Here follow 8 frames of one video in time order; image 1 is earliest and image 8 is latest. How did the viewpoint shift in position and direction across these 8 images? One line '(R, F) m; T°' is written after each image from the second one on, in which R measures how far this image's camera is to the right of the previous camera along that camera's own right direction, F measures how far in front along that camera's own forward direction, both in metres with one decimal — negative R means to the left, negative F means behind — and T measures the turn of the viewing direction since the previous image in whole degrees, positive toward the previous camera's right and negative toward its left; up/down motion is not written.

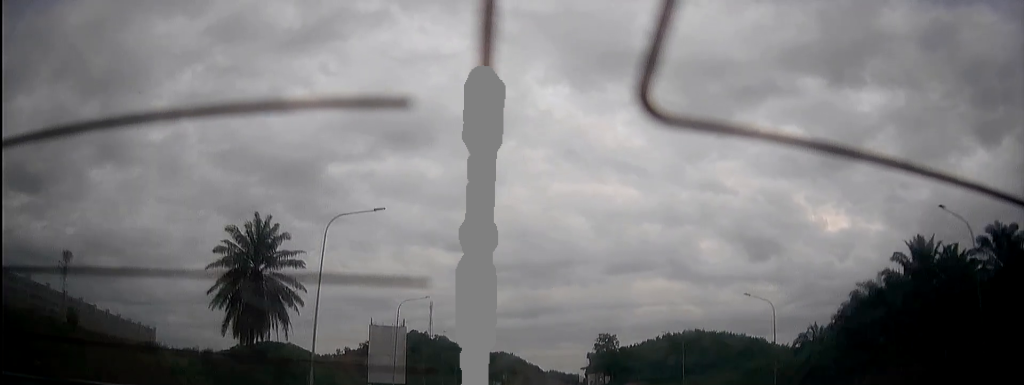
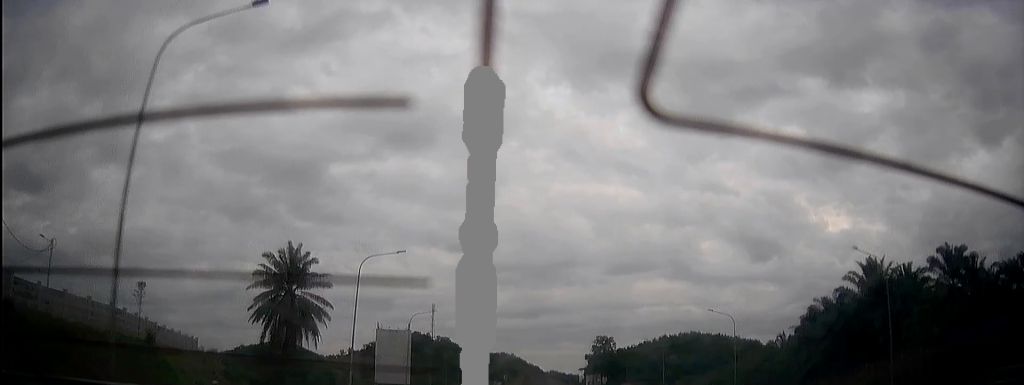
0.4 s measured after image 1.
(0.0, +11.7) m; 0°
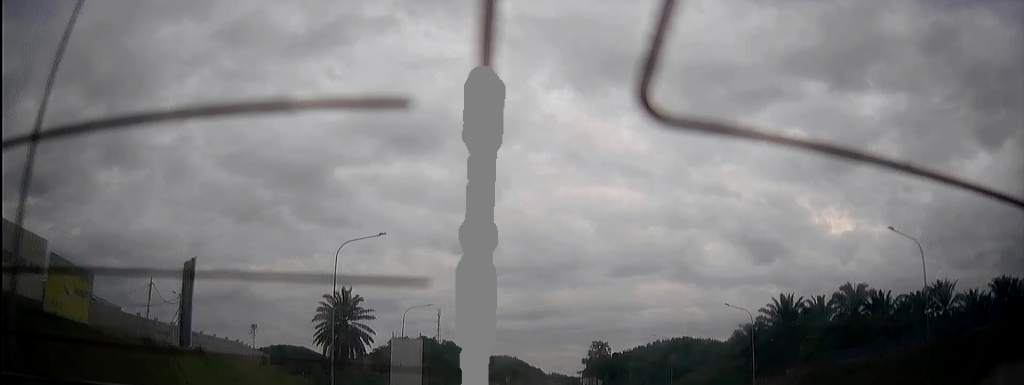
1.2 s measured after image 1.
(+0.1, +24.5) m; 0°
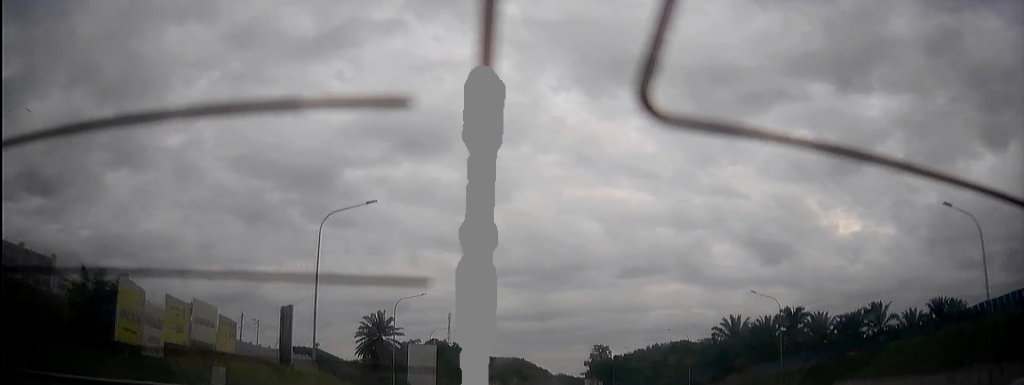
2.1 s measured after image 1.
(0.0, +24.6) m; 0°
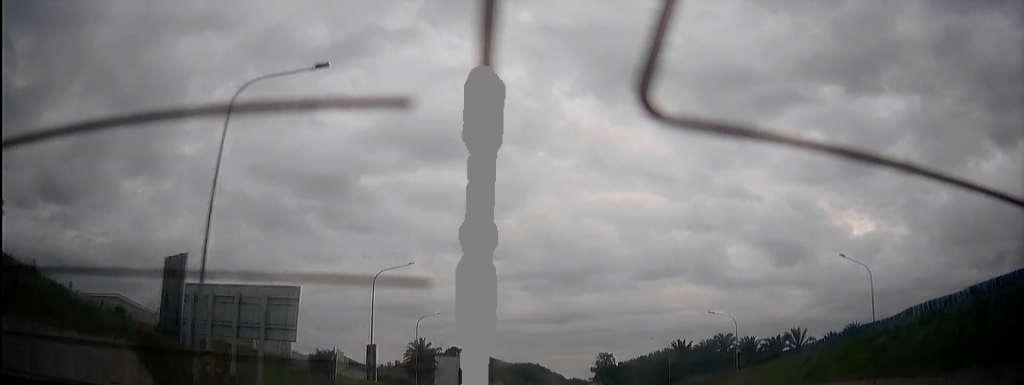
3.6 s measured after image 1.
(+0.7, +43.2) m; +2°
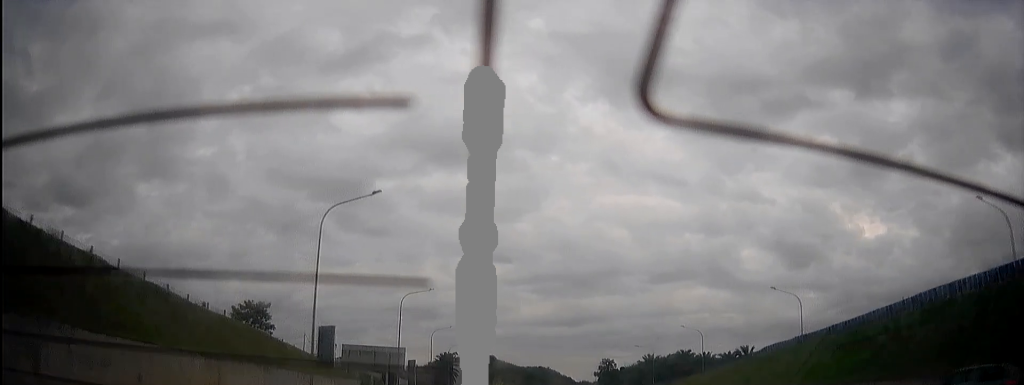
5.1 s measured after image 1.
(+0.6, +44.4) m; +1°
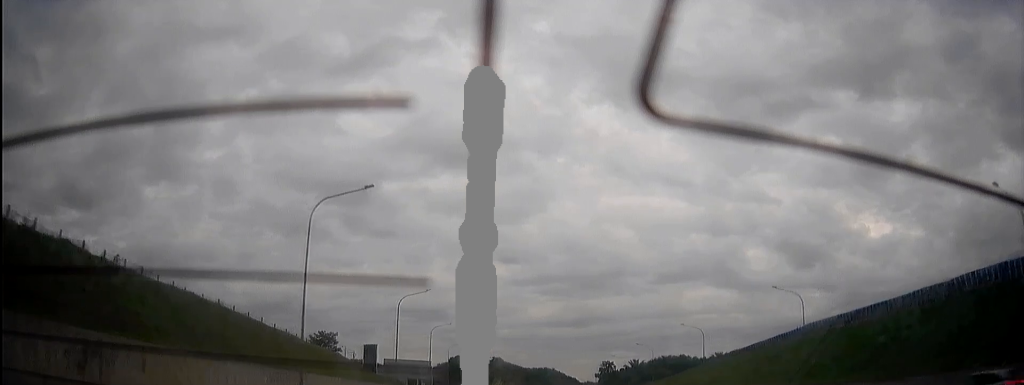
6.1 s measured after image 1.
(+0.2, +29.2) m; +1°
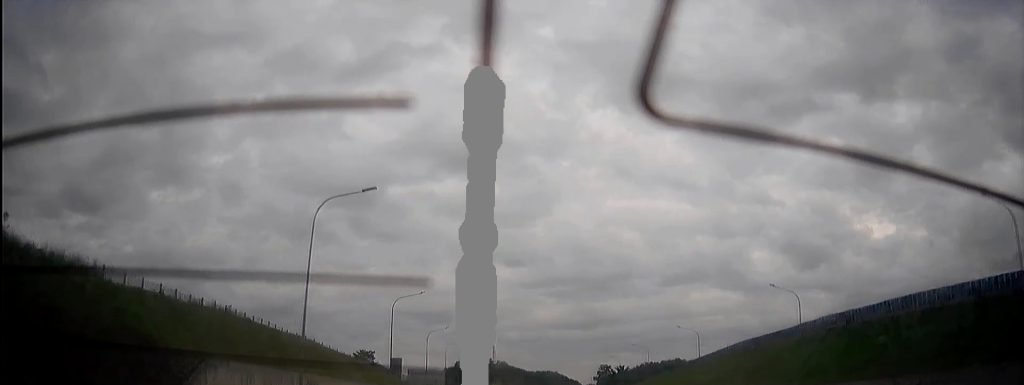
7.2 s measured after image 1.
(+0.2, +31.9) m; +1°
